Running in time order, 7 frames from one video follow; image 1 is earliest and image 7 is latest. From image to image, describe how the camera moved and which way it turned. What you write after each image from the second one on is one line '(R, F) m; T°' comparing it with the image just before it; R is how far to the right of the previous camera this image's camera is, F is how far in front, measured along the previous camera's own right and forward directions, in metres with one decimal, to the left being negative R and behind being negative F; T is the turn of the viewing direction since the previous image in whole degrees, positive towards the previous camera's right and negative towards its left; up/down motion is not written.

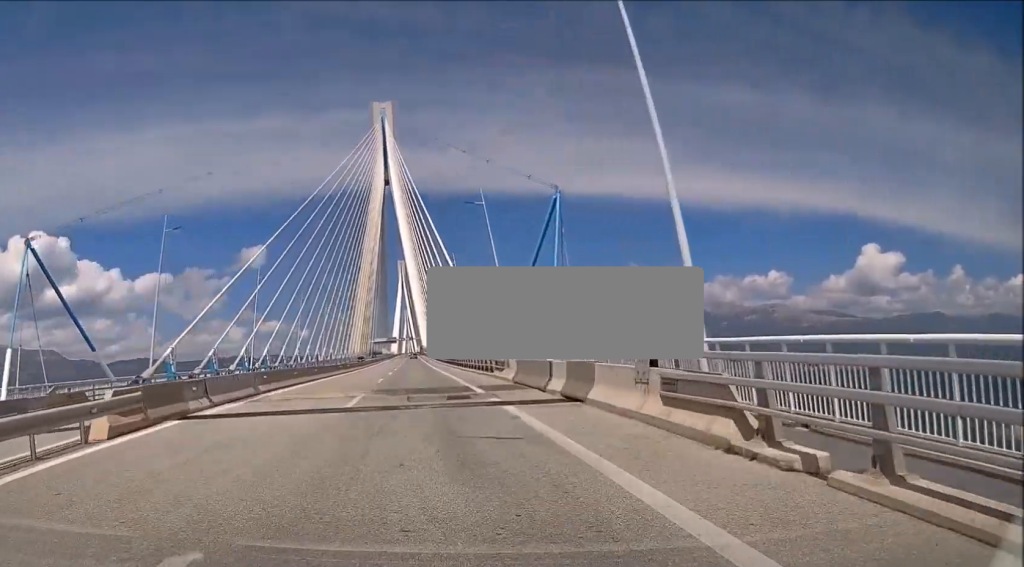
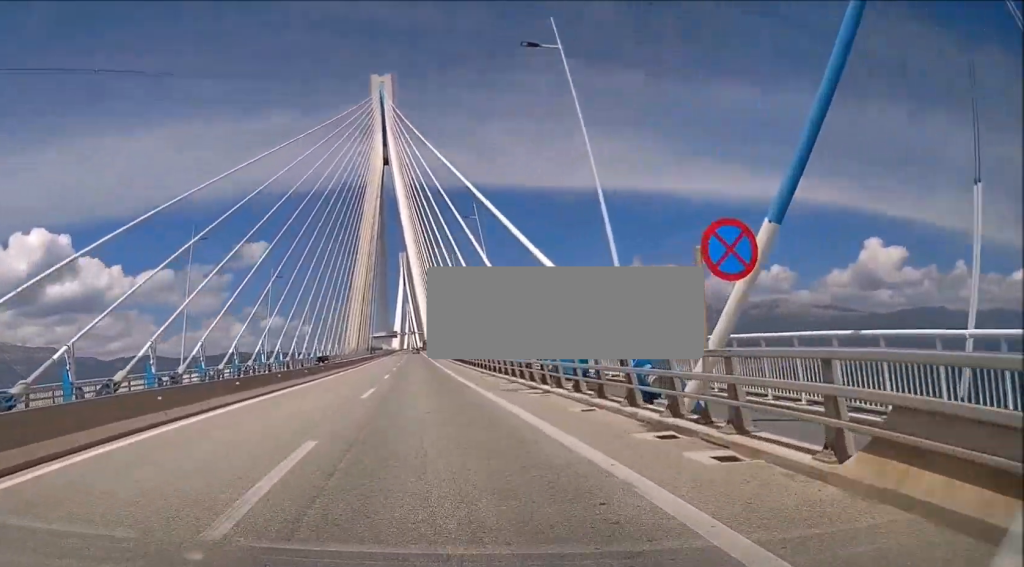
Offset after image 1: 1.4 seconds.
(+0.1, +29.4) m; 0°
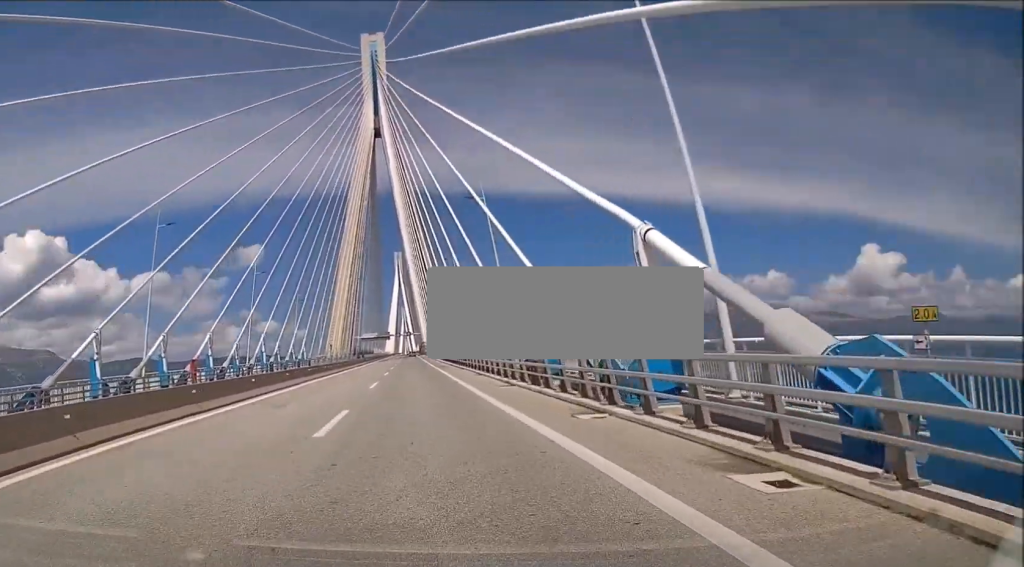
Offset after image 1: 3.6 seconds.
(-0.4, +45.8) m; 0°
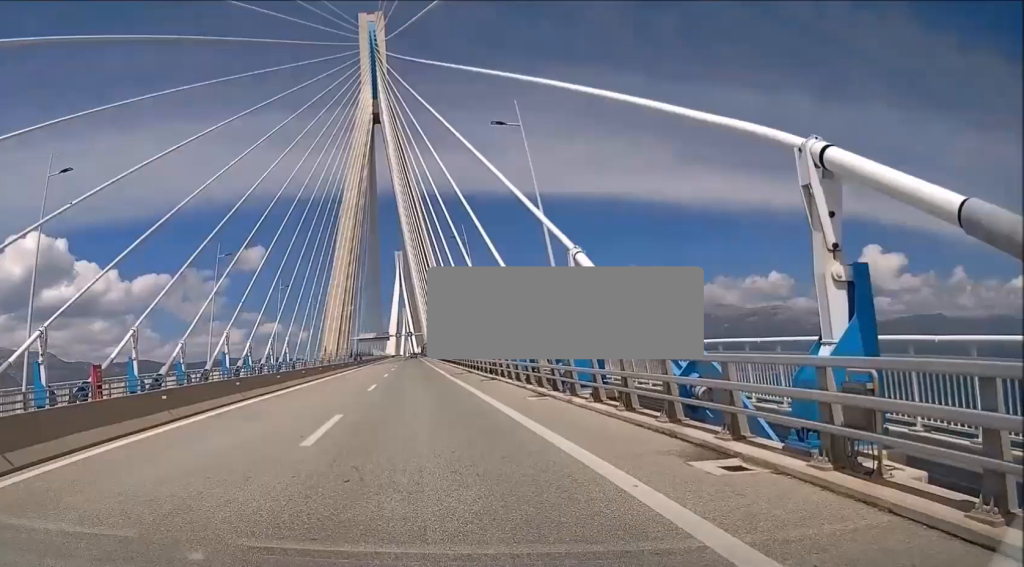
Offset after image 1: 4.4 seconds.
(+0.1, +18.2) m; 0°
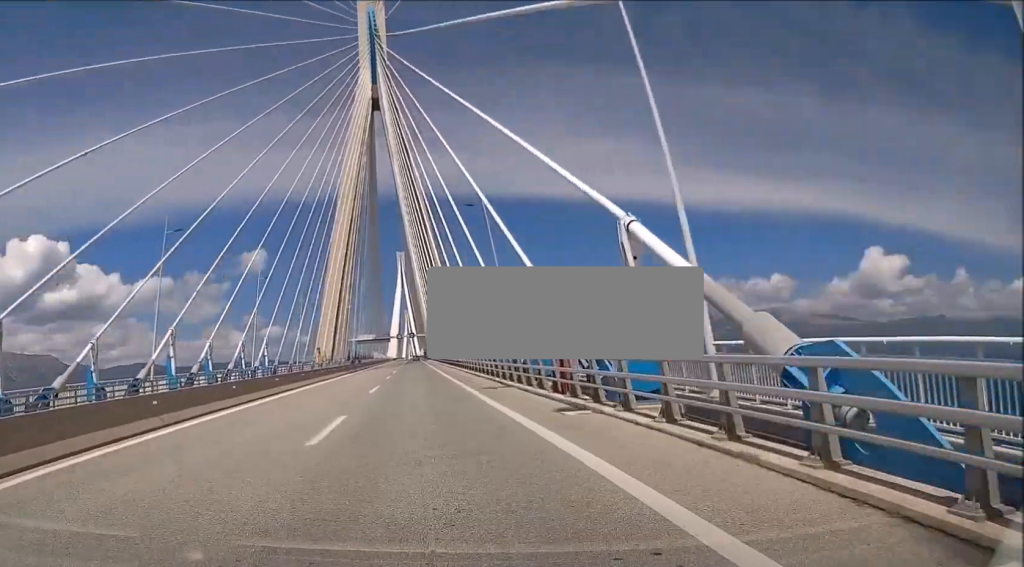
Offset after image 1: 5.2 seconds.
(0.0, +16.9) m; 0°
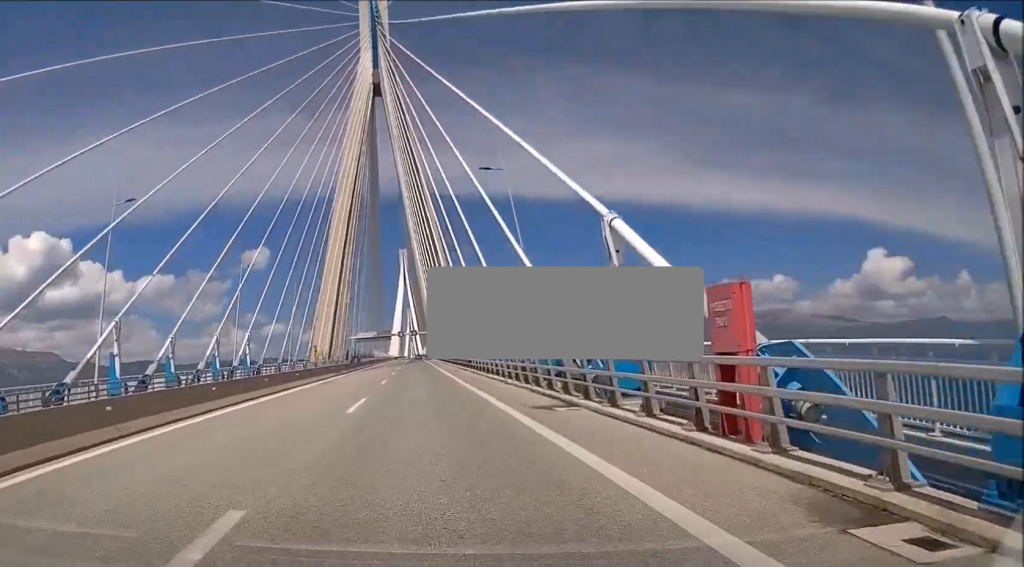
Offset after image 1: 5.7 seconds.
(0.0, +10.5) m; 0°
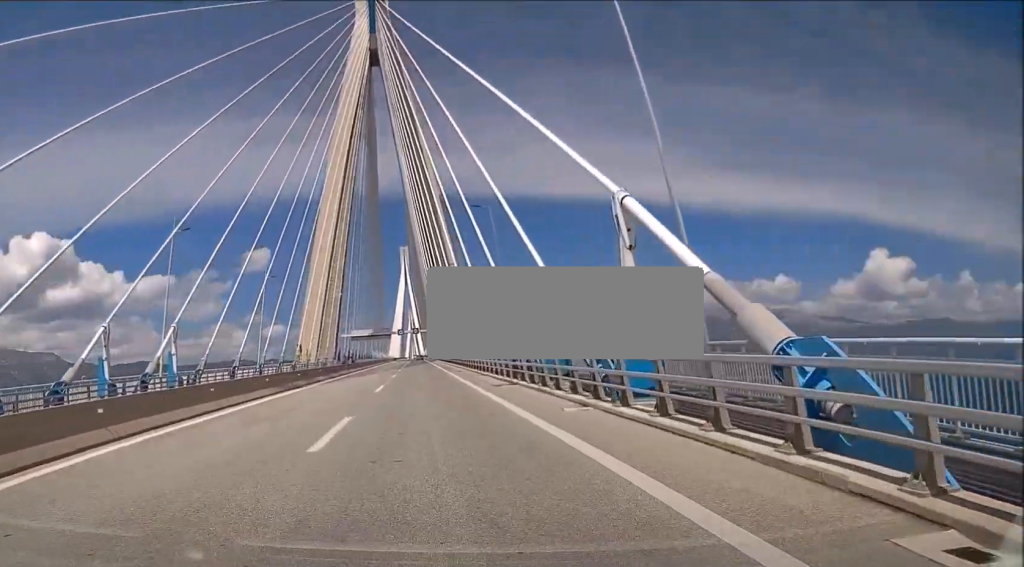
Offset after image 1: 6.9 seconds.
(0.0, +24.7) m; 0°
